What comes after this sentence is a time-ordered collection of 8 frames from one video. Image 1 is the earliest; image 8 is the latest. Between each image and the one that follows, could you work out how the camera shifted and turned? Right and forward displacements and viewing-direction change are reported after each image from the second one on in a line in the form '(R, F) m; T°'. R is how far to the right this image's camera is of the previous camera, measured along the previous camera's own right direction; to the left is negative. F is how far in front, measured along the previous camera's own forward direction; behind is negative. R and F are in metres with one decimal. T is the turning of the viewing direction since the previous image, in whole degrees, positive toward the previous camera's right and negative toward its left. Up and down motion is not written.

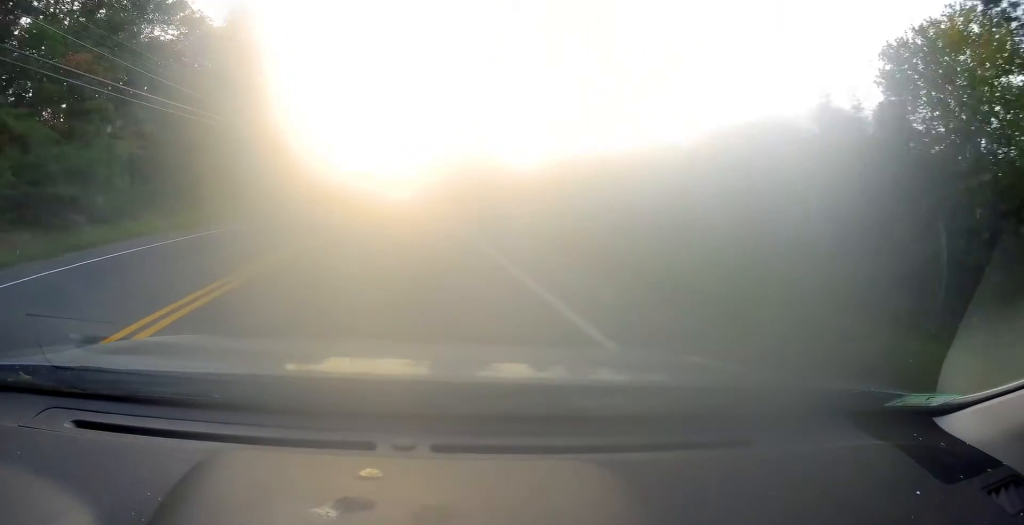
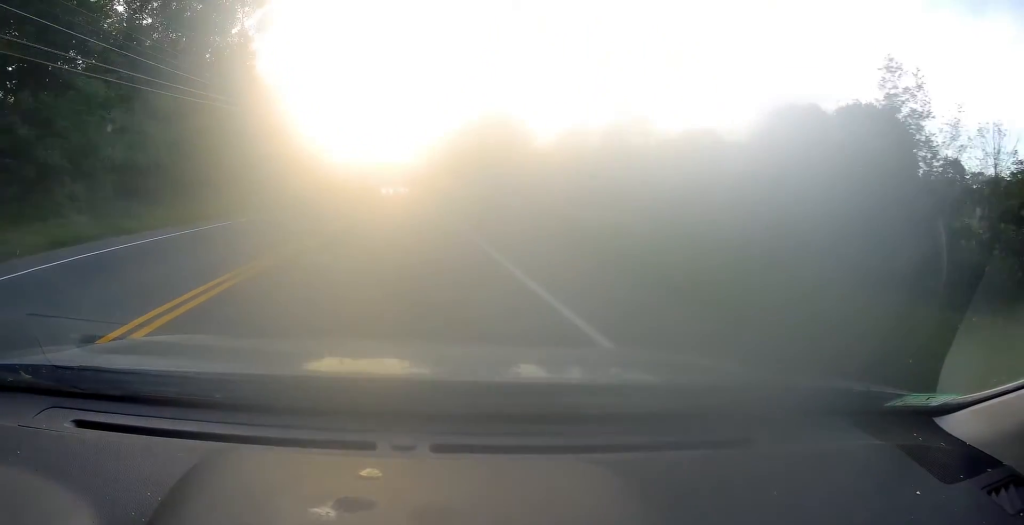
(+0.1, +14.9) m; +1°
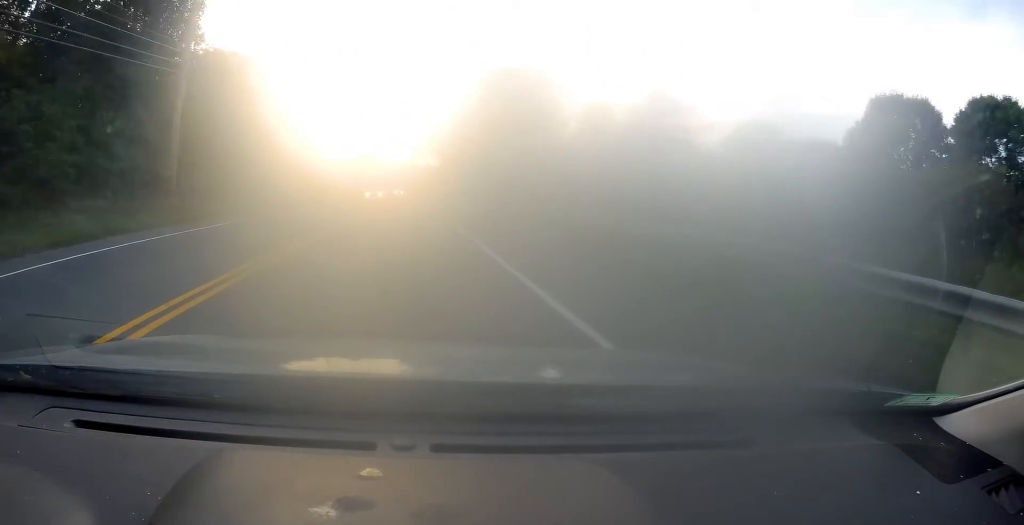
(+0.4, +14.2) m; +1°
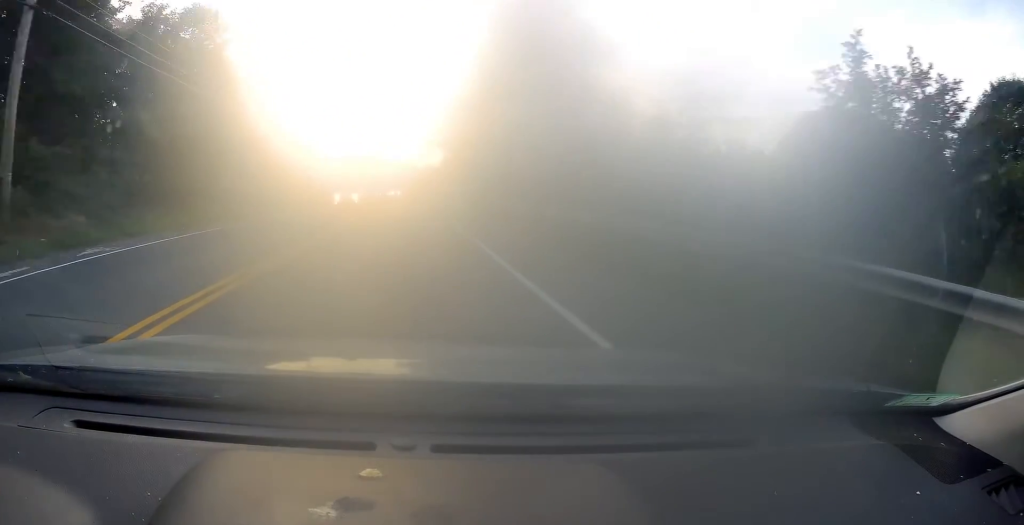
(0.0, +11.4) m; -1°
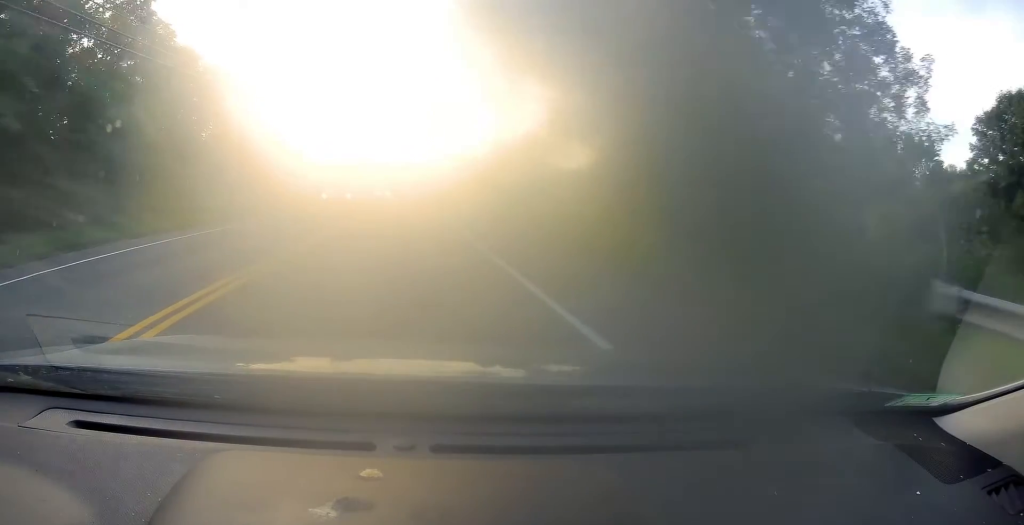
(-0.3, +24.3) m; -1°
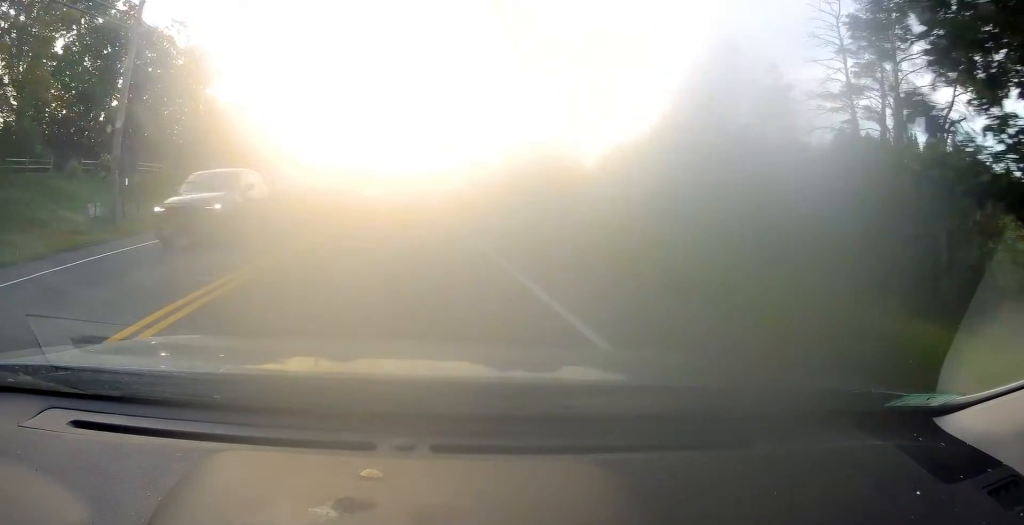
(0.0, +11.6) m; 0°
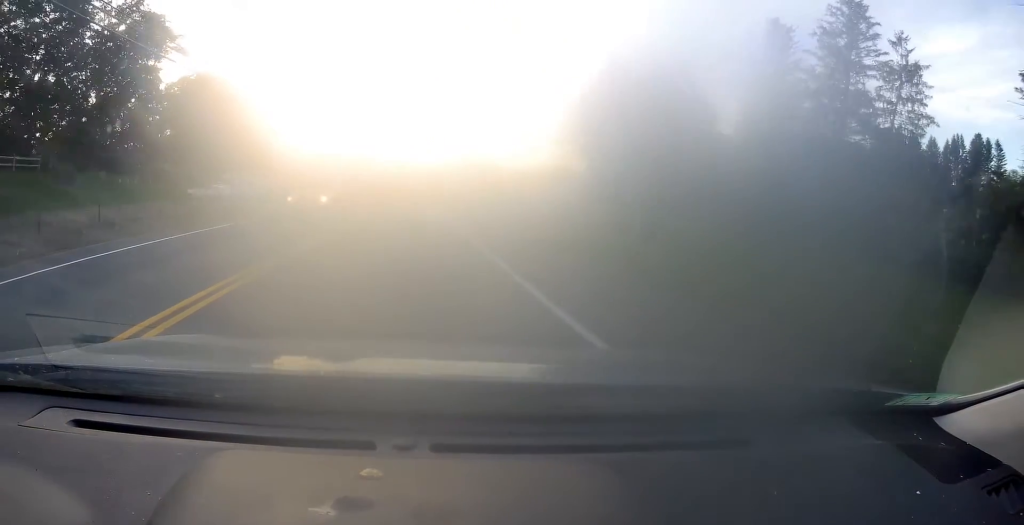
(0.0, +22.0) m; -1°
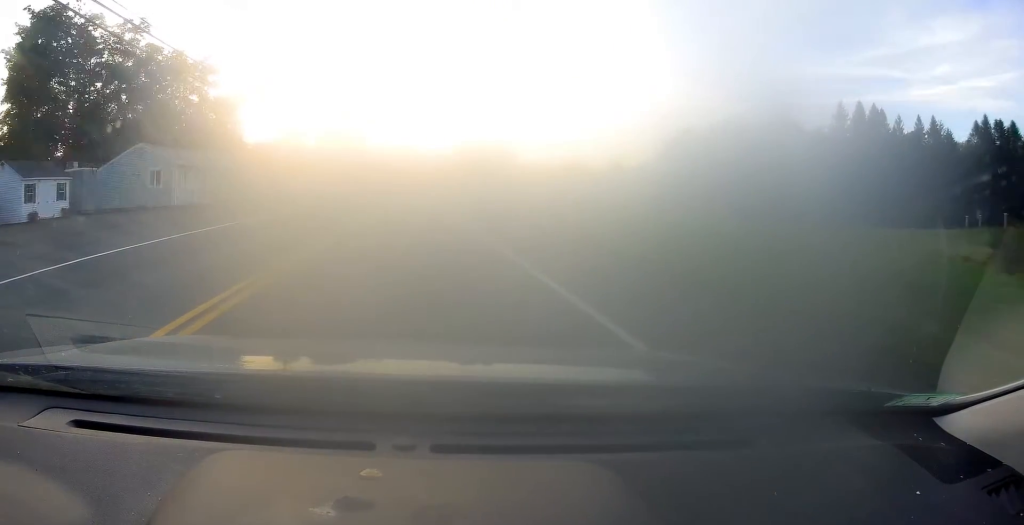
(-0.1, +40.6) m; +2°
